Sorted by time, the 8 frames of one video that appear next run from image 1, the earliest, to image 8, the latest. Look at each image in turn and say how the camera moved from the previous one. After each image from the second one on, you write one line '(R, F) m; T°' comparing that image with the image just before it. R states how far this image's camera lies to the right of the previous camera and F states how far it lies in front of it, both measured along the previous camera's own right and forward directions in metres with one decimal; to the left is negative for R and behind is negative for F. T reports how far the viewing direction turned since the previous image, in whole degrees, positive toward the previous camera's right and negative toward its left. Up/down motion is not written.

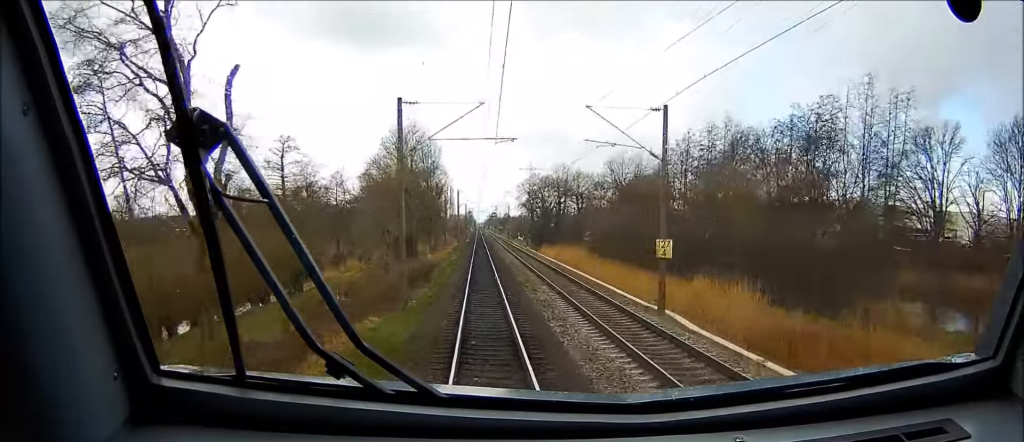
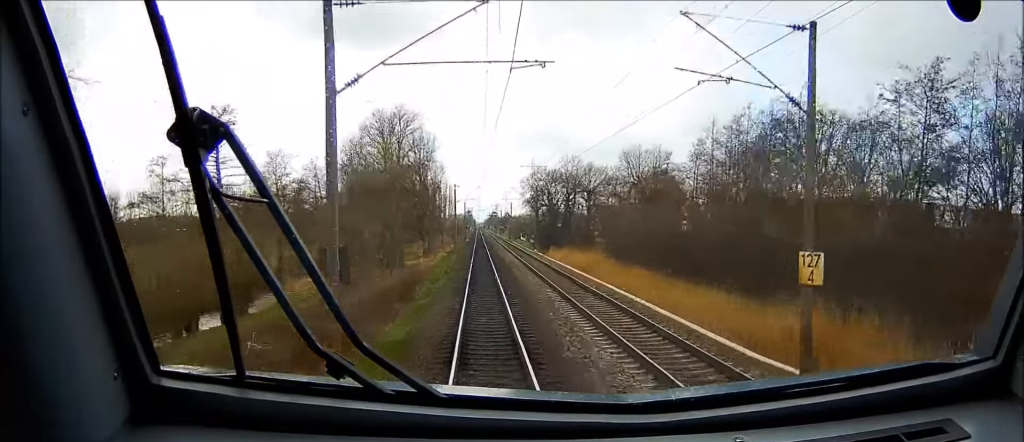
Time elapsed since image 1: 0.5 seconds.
(0.0, +12.9) m; 0°
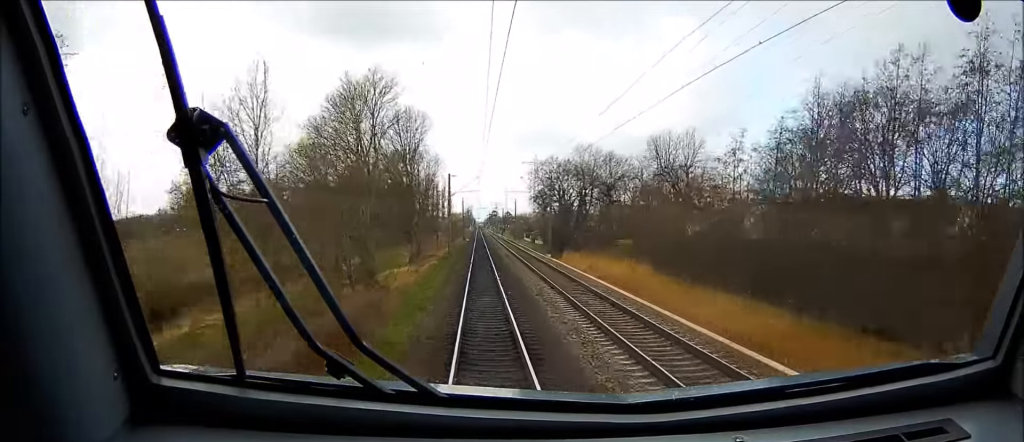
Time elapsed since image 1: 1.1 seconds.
(0.0, +17.4) m; 0°
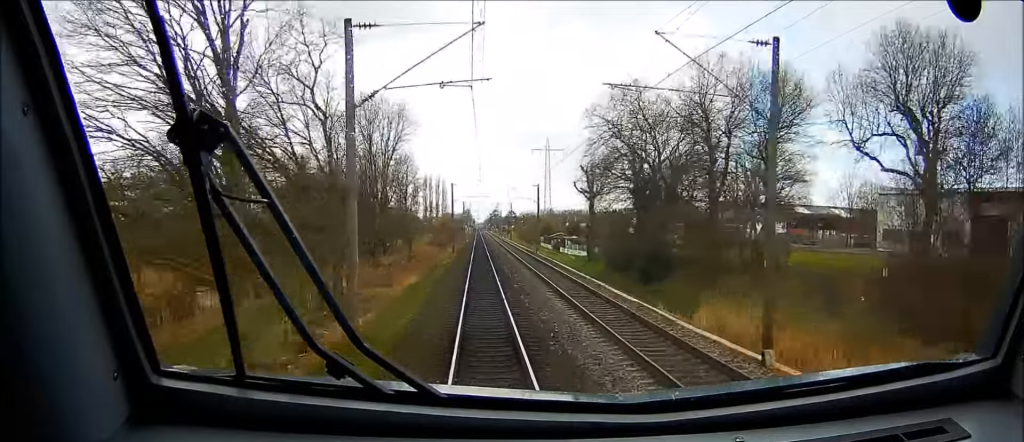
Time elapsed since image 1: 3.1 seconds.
(+0.1, +54.8) m; +1°
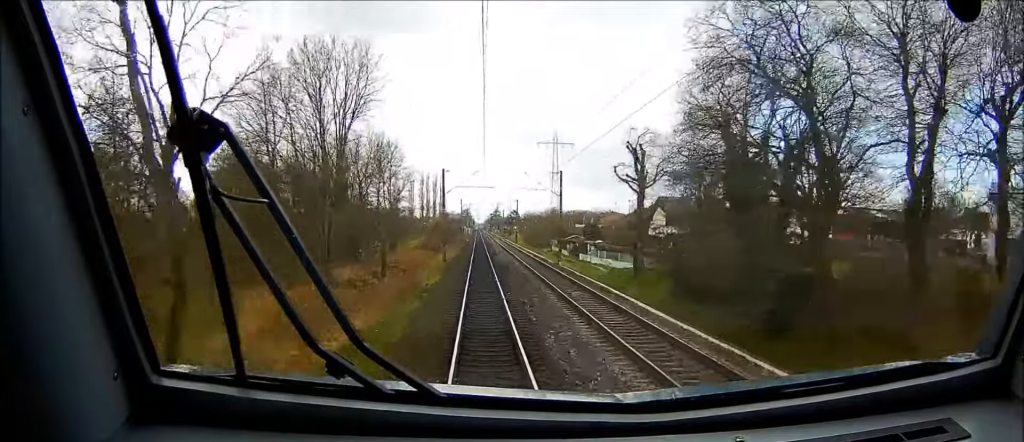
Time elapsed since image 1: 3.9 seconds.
(+0.1, +22.7) m; +1°
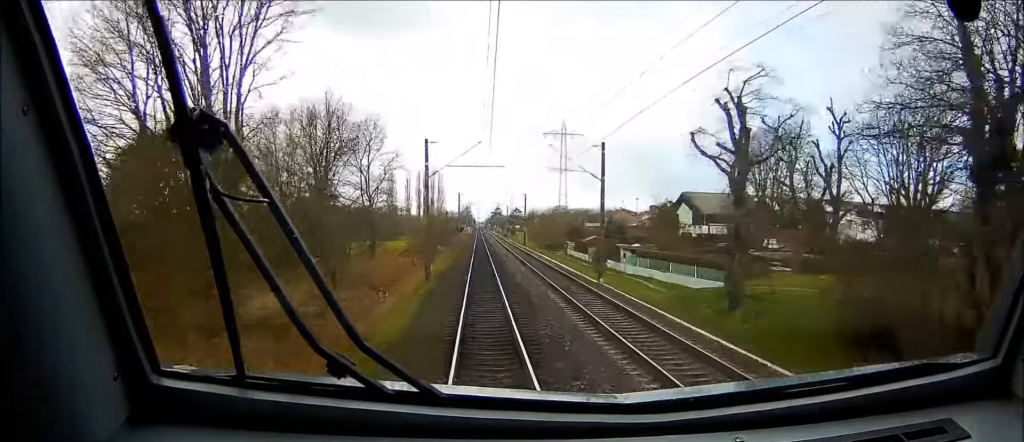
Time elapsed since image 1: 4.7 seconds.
(+0.1, +19.9) m; 0°
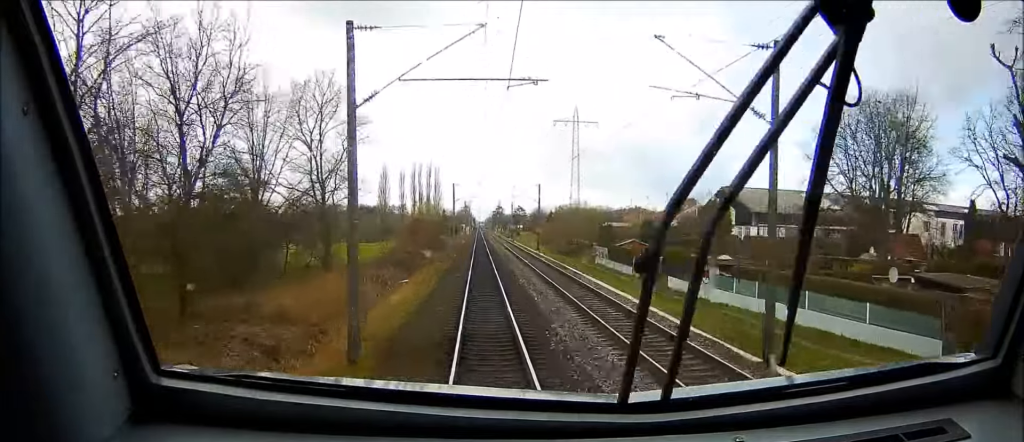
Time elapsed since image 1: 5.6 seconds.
(0.0, +25.4) m; 0°
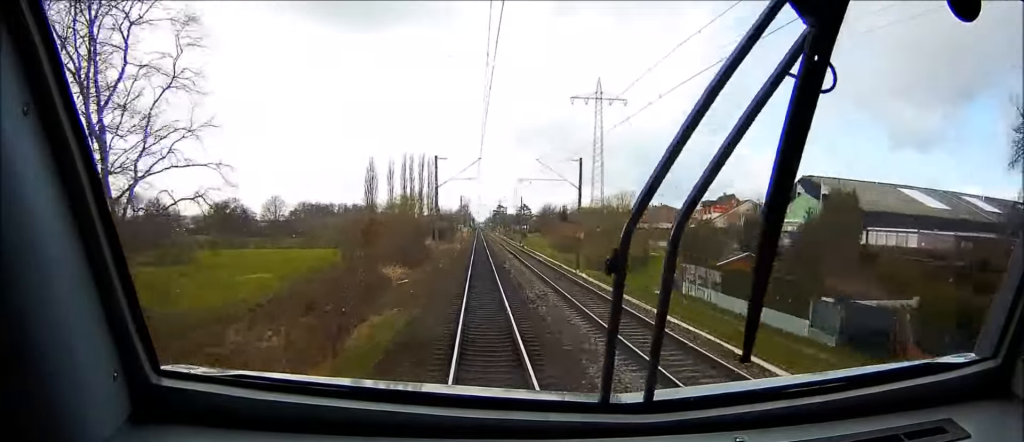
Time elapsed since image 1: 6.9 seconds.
(-0.1, +35.4) m; -1°
